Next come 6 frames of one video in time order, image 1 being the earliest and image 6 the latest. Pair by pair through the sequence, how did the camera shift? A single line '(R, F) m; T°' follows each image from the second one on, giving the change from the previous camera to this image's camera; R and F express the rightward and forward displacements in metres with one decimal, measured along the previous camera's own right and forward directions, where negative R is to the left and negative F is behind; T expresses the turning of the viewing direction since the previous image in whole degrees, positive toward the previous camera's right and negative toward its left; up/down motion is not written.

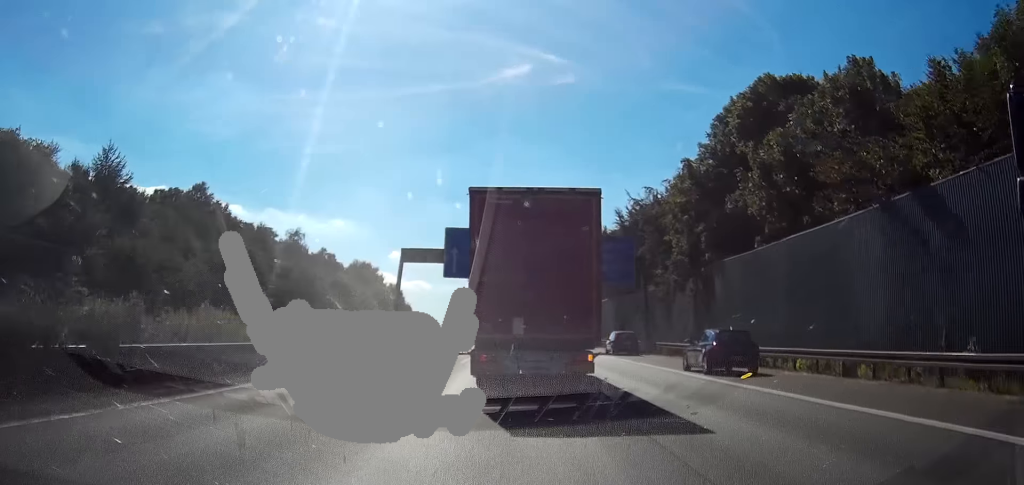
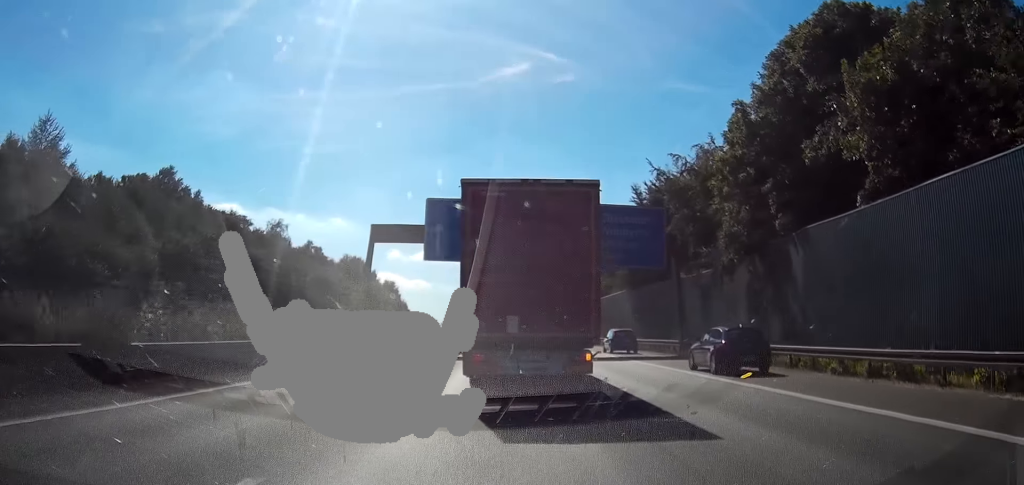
(-1.0, +10.8) m; -6°
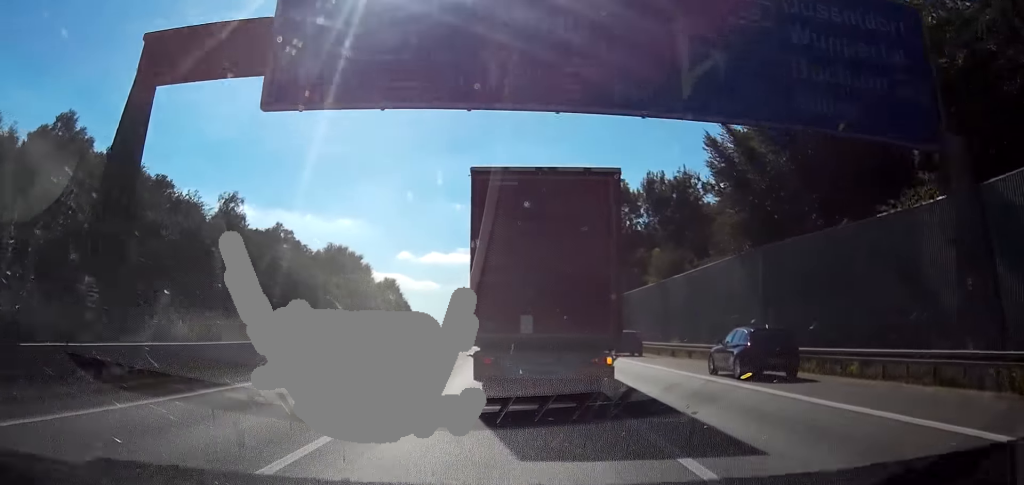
(-1.9, +29.5) m; -4°
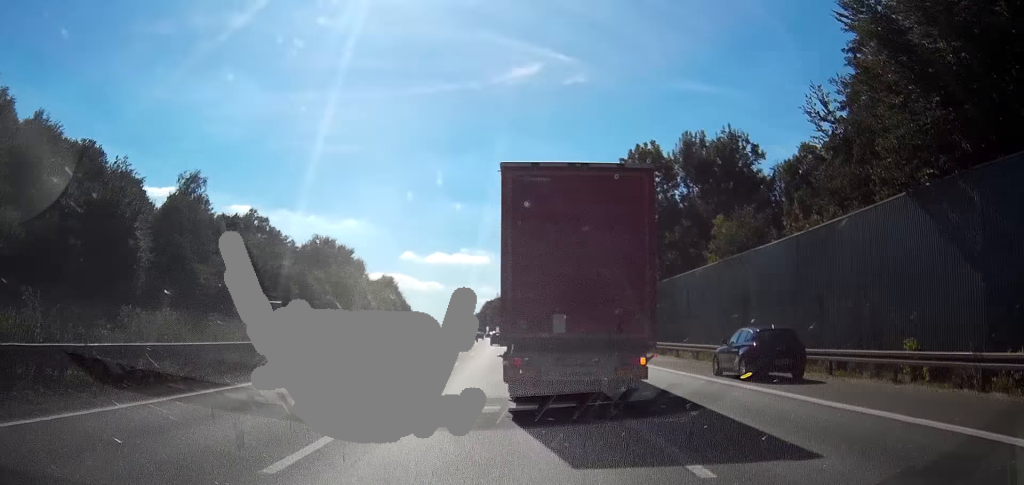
(0.0, +17.3) m; 0°
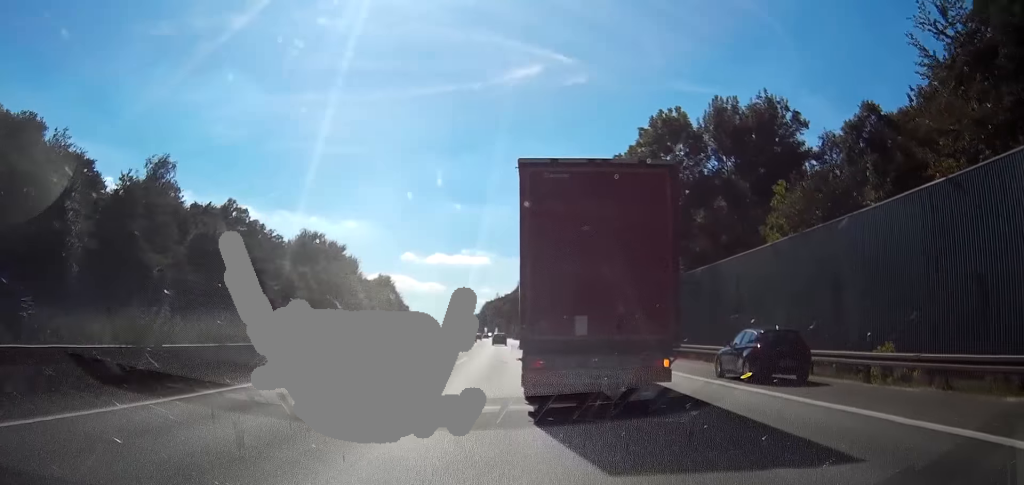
(0.0, +10.8) m; 0°
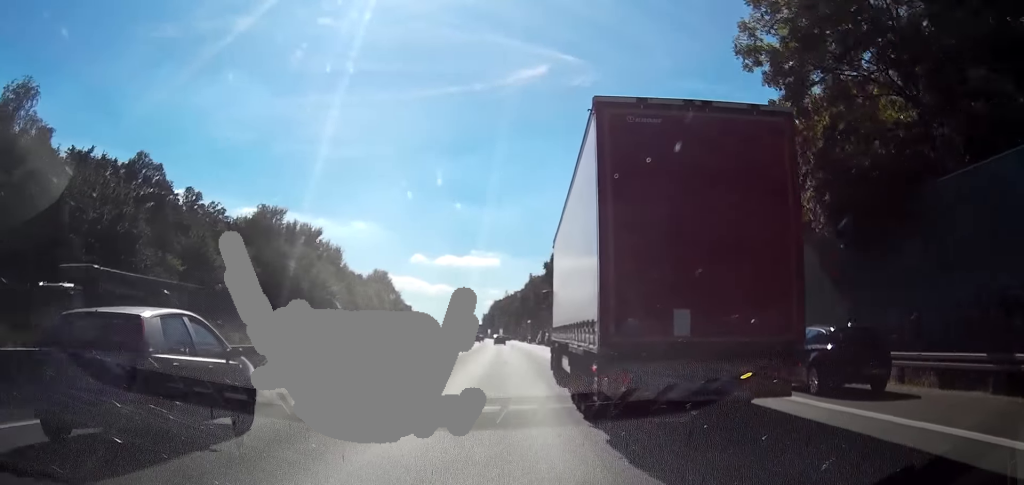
(-0.6, +35.3) m; -2°
